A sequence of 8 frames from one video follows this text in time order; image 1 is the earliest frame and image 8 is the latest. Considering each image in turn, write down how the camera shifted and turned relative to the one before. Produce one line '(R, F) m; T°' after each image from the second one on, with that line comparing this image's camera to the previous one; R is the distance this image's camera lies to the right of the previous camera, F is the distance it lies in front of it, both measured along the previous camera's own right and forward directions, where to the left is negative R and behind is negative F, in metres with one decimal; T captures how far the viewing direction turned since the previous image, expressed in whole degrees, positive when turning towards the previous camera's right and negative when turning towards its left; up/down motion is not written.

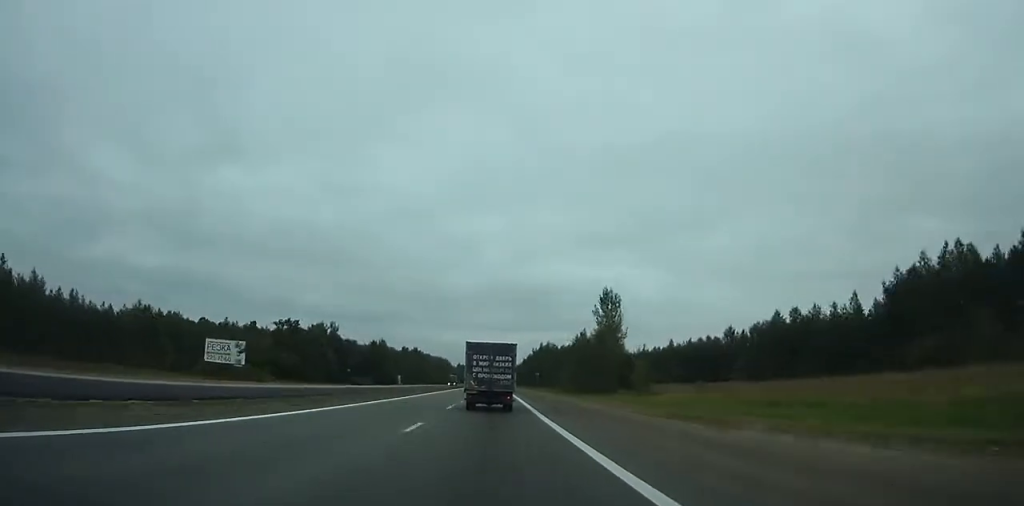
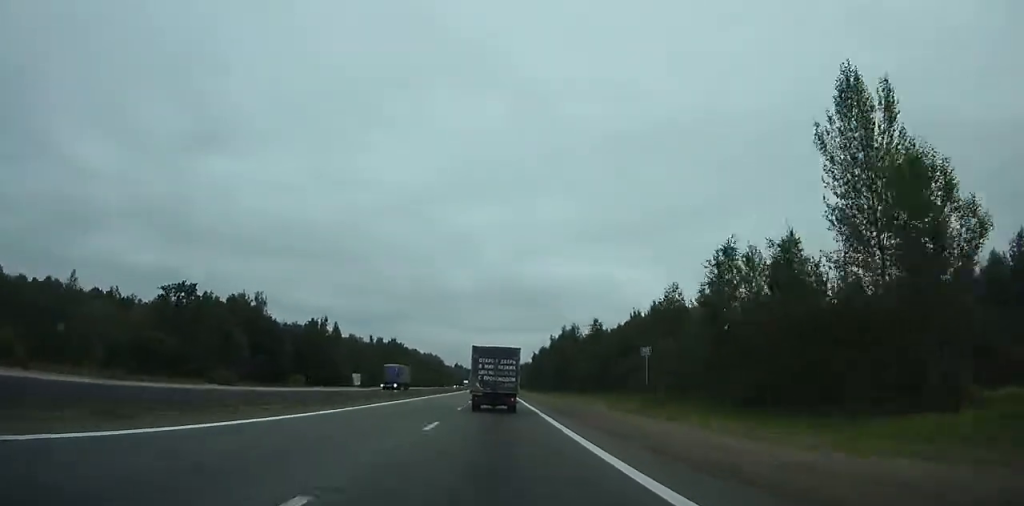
(+0.1, +70.0) m; 0°
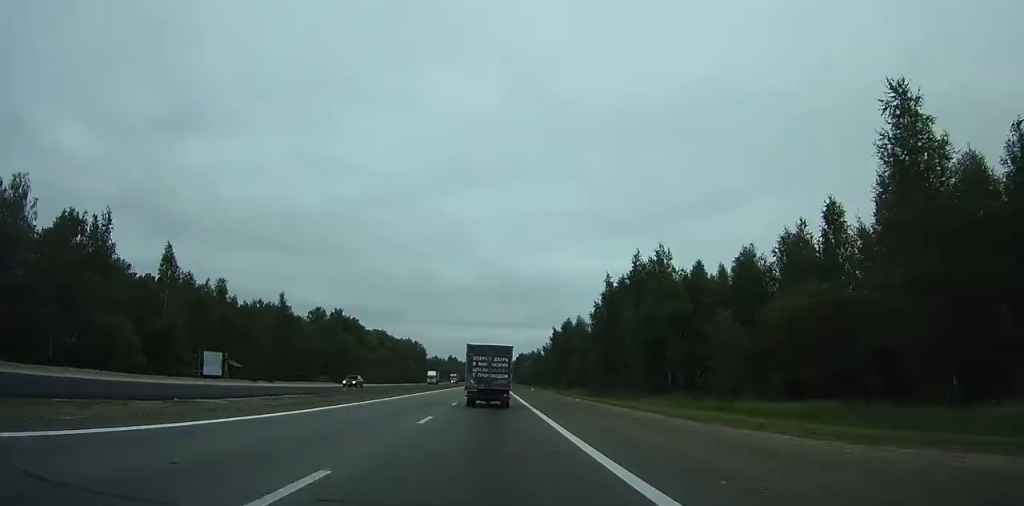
(0.0, +82.1) m; 0°
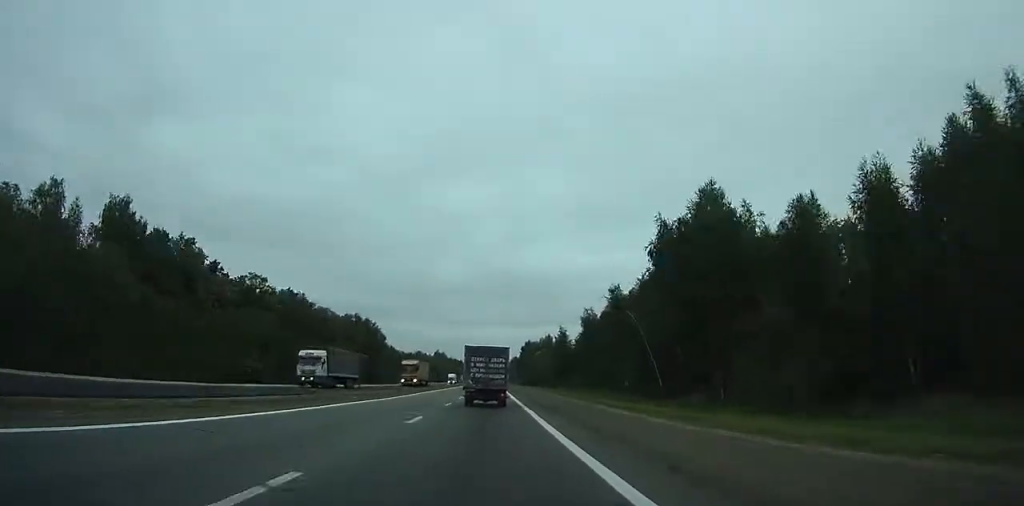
(-0.2, +96.4) m; 0°
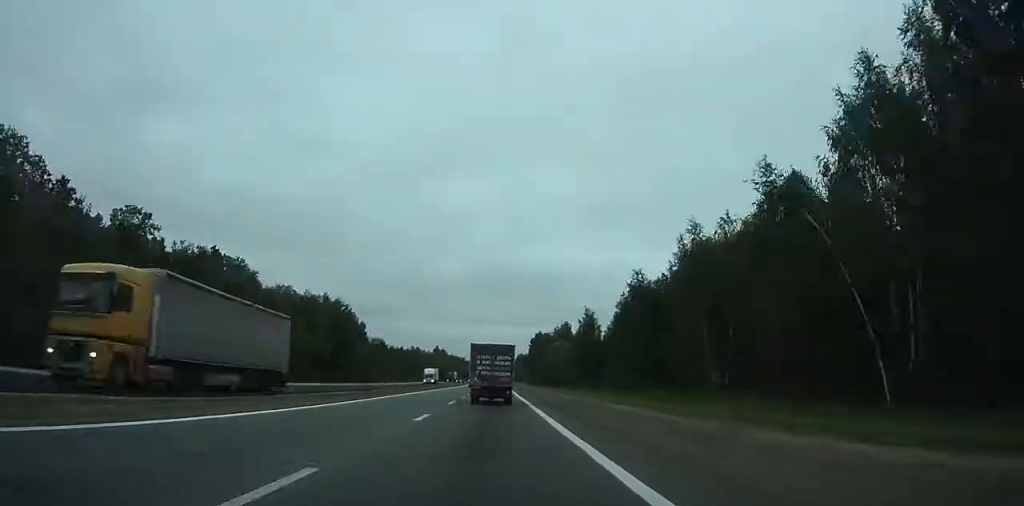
(0.0, +35.2) m; 0°
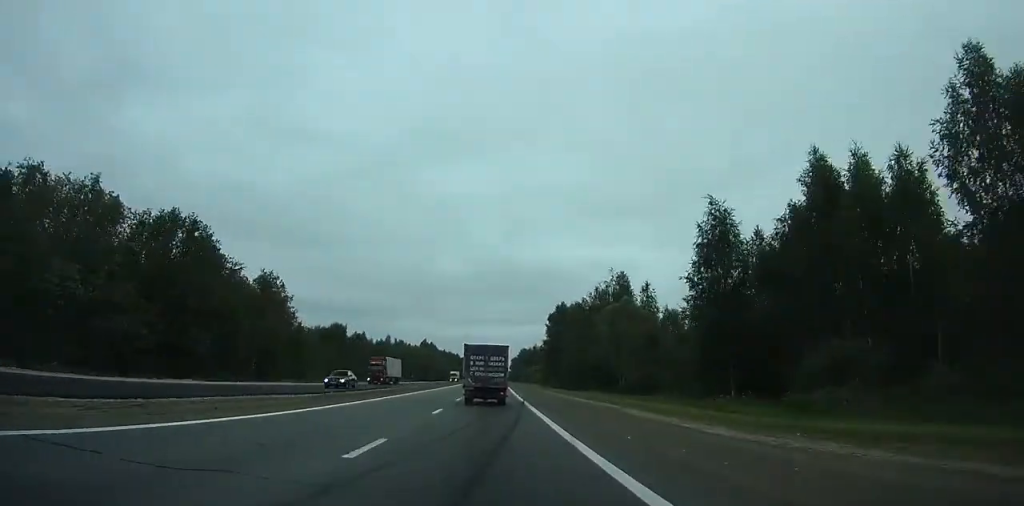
(+0.3, +68.3) m; 0°
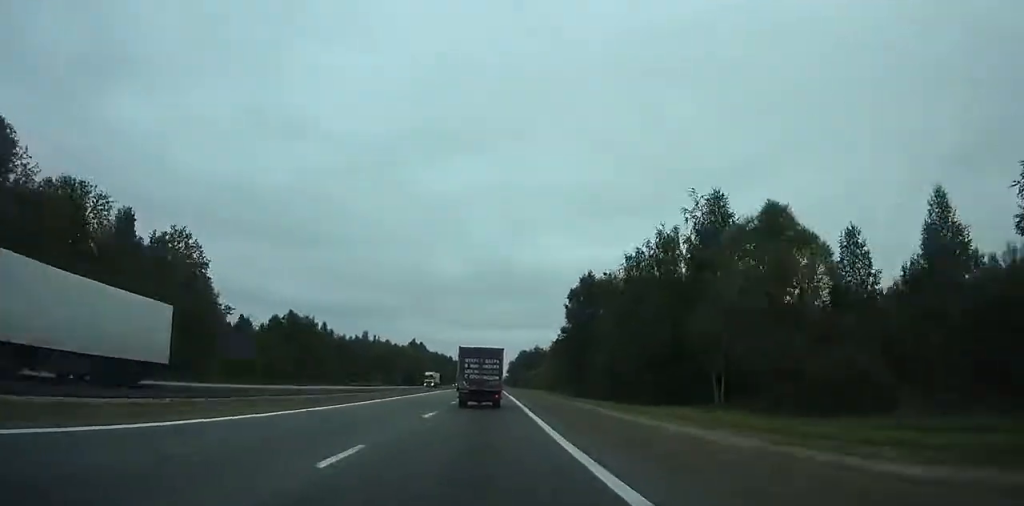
(0.0, +37.4) m; 0°
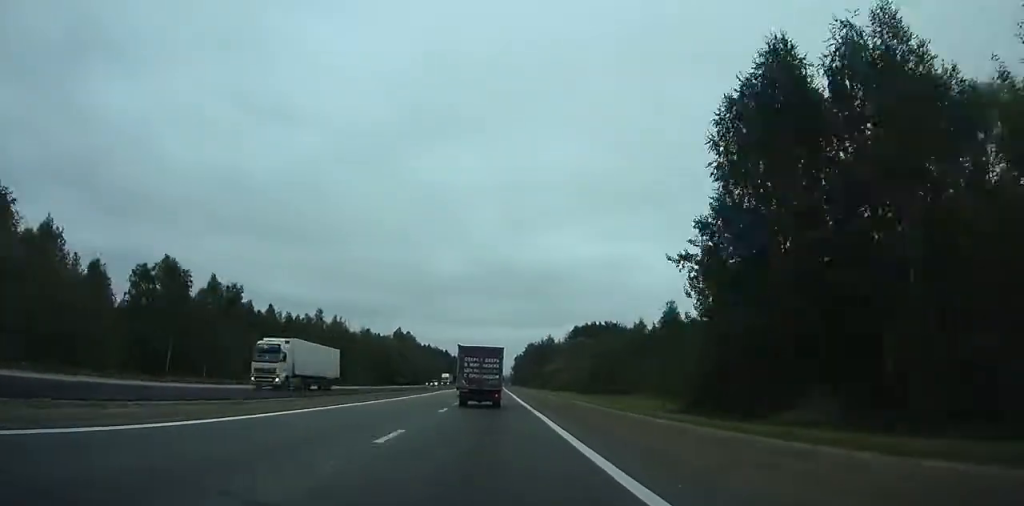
(-0.2, +57.0) m; 0°
